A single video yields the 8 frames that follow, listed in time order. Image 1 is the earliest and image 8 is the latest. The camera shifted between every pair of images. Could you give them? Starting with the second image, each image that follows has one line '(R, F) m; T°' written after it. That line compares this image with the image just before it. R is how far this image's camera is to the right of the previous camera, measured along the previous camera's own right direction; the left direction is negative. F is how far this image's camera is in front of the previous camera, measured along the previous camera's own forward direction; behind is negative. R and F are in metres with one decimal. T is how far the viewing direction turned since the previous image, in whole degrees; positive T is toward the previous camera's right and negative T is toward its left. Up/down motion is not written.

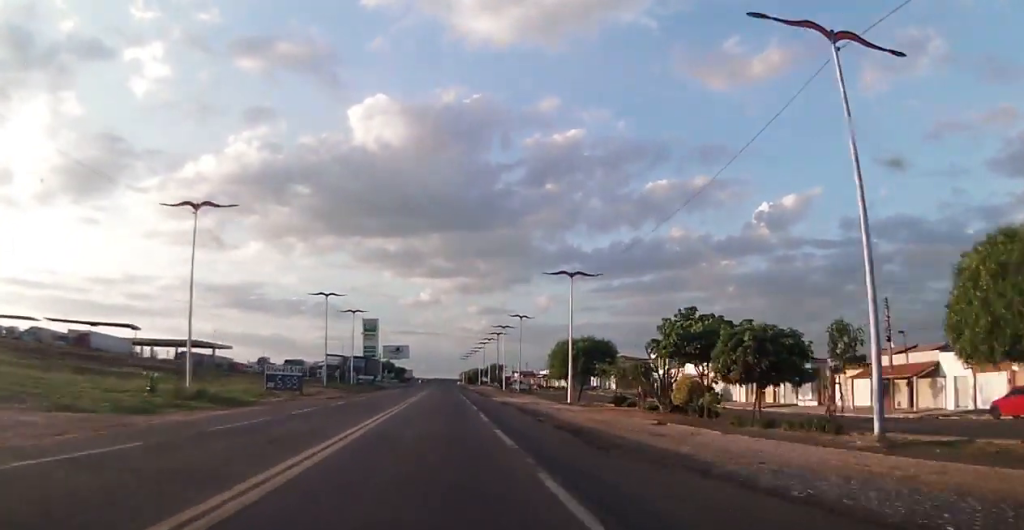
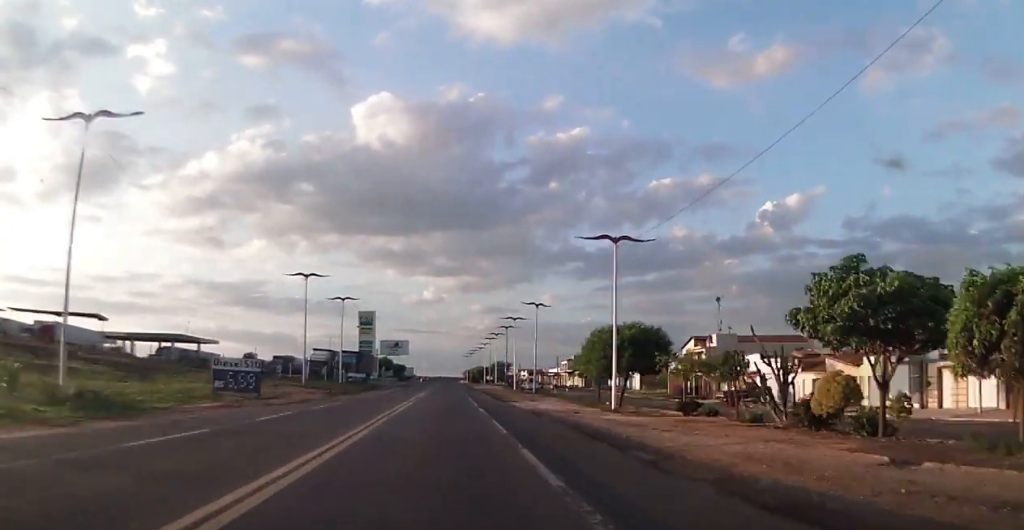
(+0.4, +13.5) m; 0°
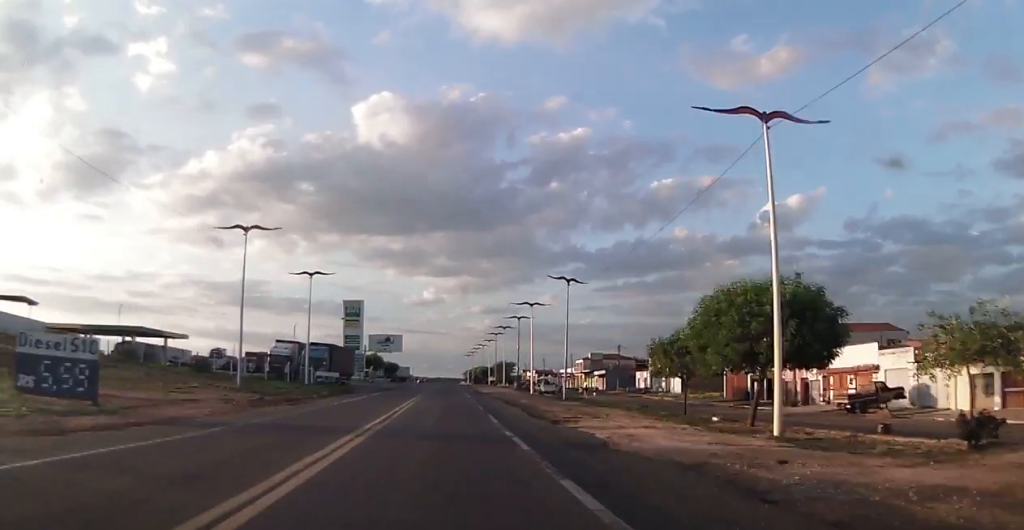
(-0.6, +20.7) m; -2°
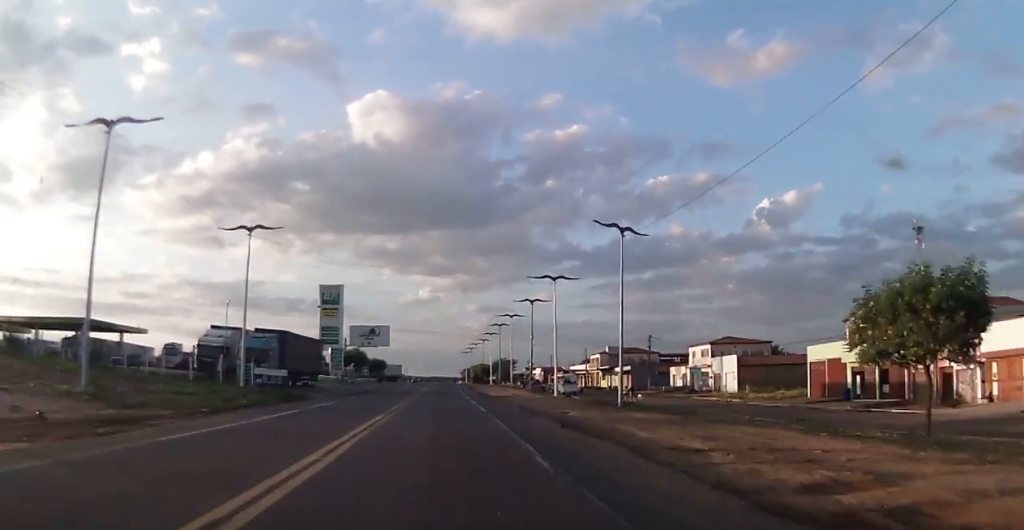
(0.0, +20.1) m; 0°
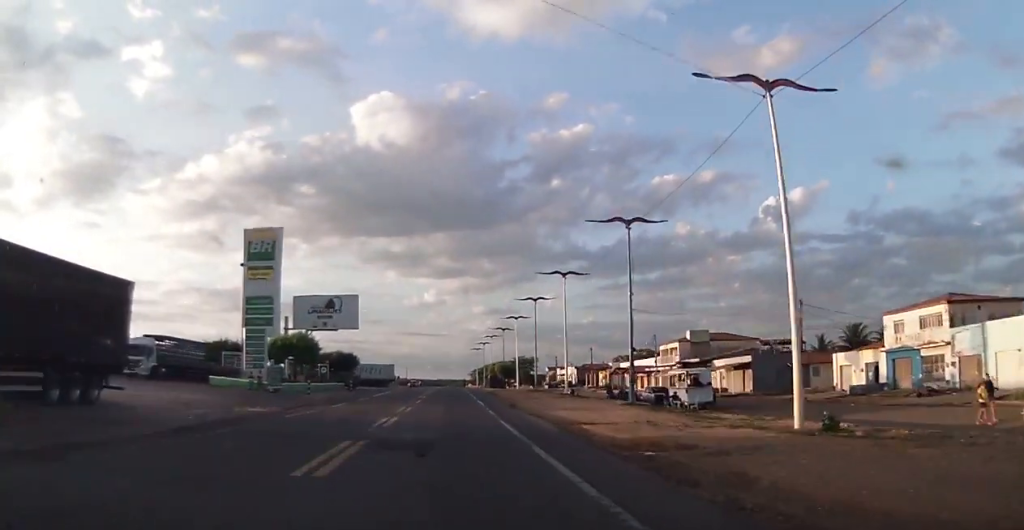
(0.0, +42.7) m; 0°
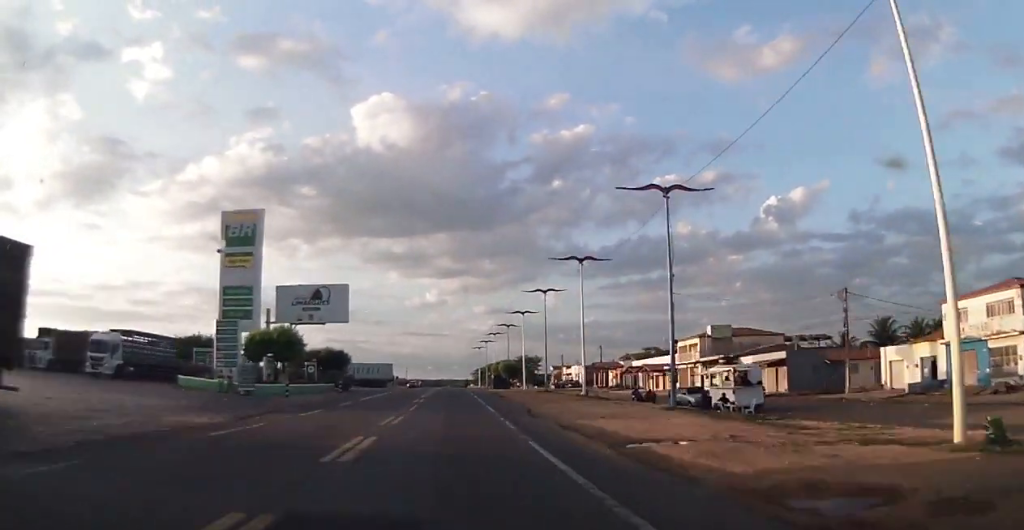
(0.0, +7.2) m; 0°
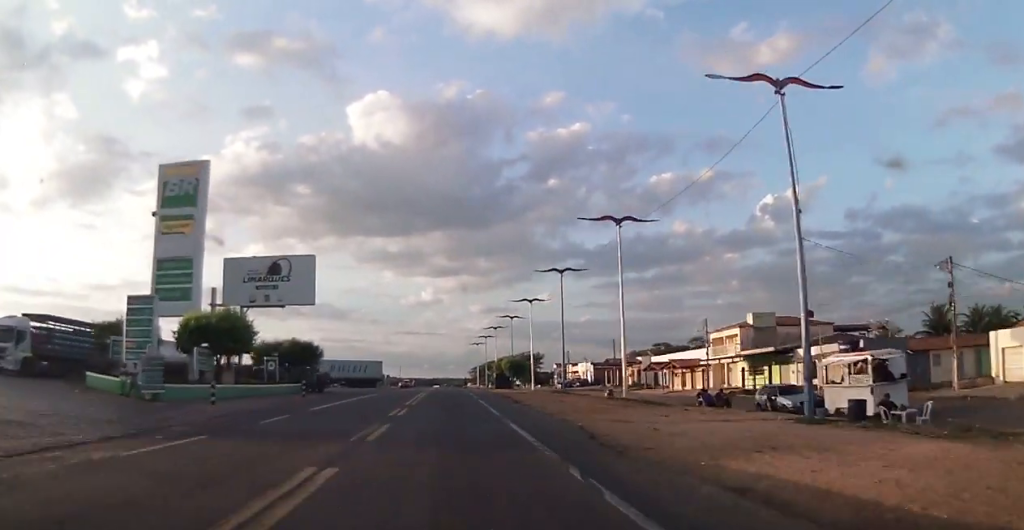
(0.0, +13.1) m; +1°
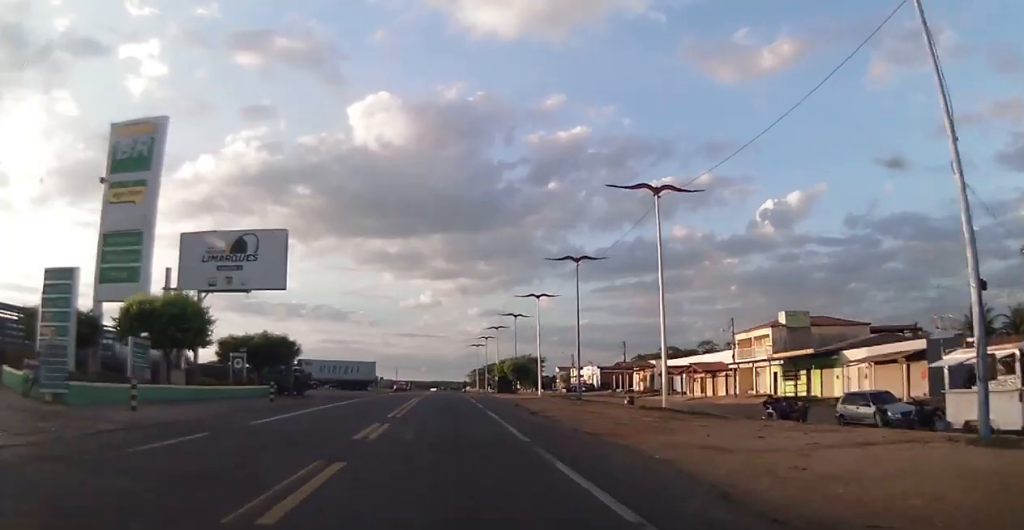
(0.0, +7.7) m; 0°
